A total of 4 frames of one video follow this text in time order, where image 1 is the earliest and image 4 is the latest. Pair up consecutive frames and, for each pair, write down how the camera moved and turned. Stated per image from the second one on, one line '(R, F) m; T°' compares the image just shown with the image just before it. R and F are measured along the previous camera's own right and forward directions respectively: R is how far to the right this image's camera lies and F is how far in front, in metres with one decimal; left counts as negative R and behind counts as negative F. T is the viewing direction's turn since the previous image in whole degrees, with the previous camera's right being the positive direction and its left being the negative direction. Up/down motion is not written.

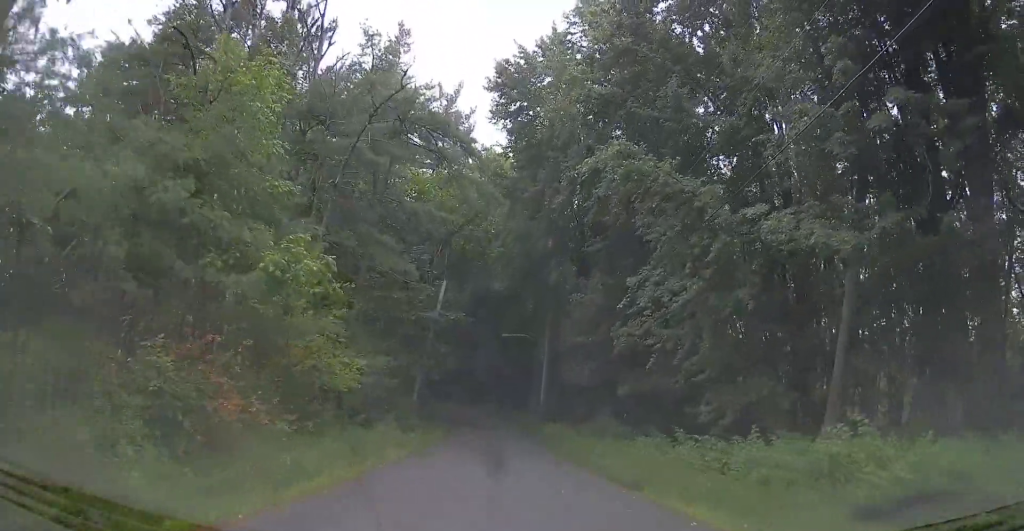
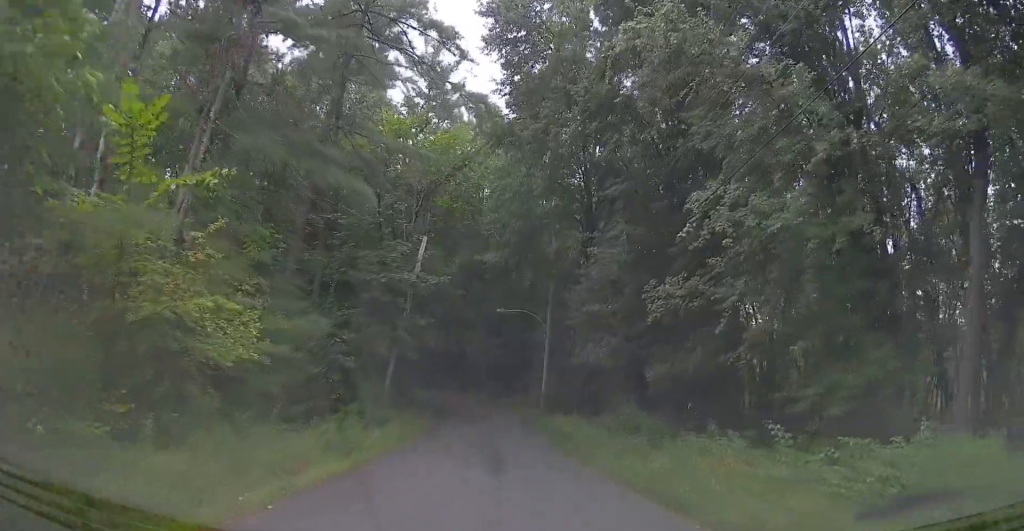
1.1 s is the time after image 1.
(0.0, +7.0) m; 0°
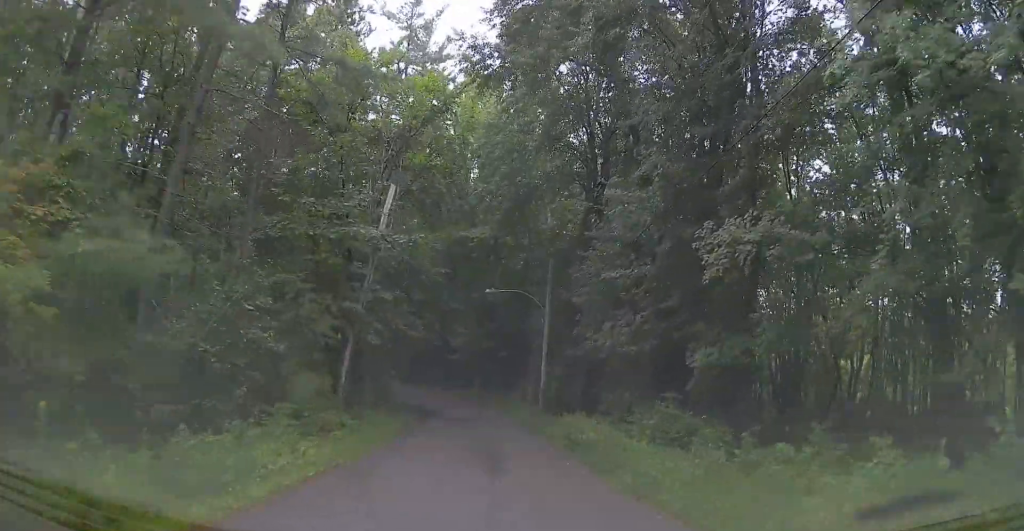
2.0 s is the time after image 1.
(0.0, +6.5) m; 0°
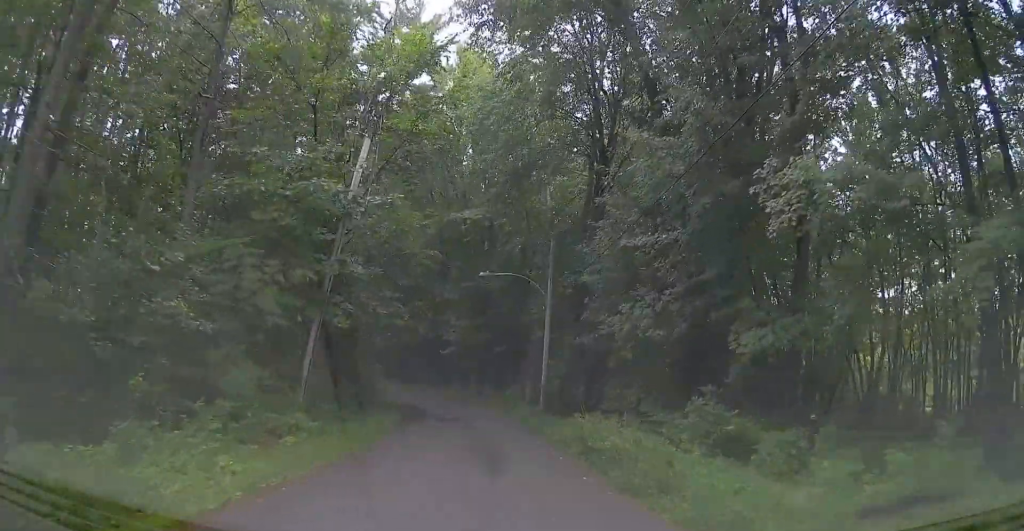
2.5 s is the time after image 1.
(+0.1, +3.8) m; -1°
